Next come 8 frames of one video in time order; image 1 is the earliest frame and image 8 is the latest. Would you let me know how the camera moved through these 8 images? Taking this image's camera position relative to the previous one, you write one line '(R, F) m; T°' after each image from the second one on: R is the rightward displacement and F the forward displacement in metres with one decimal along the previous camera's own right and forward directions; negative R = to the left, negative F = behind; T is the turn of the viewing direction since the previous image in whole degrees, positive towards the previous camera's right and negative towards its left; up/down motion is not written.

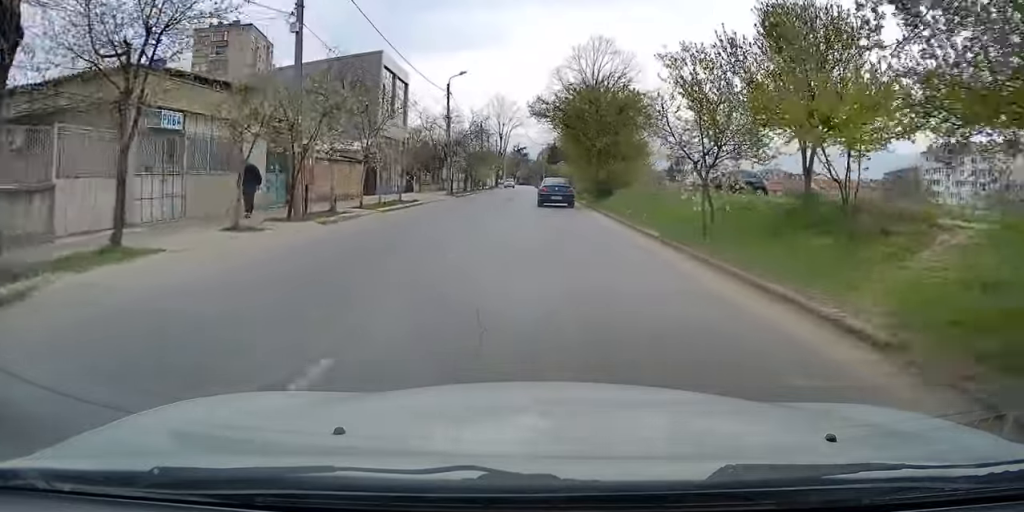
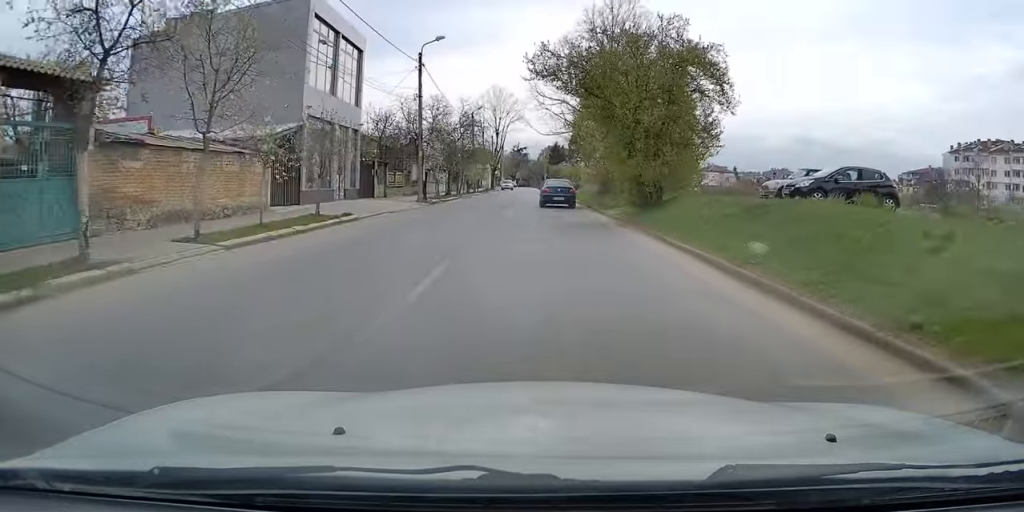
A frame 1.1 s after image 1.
(-0.5, +12.4) m; -2°
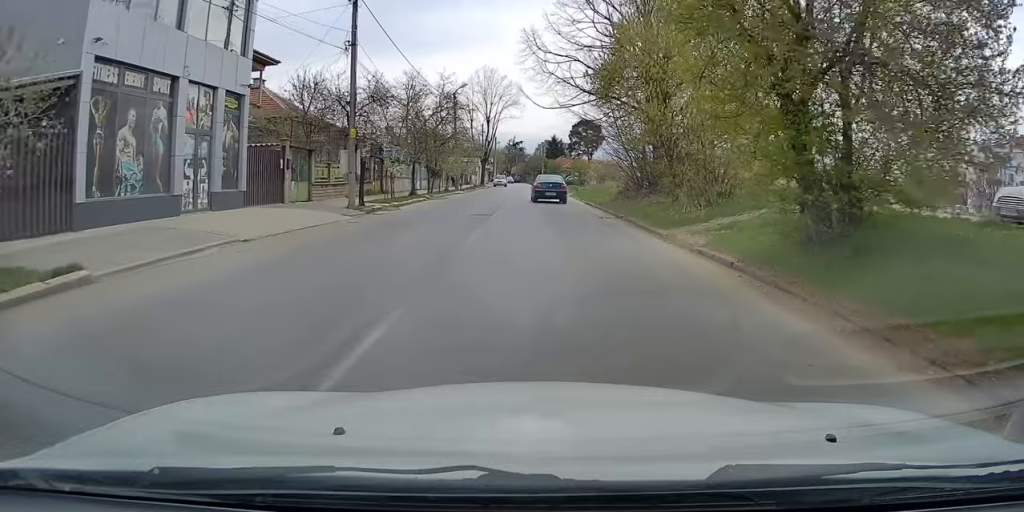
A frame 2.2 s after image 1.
(0.0, +13.0) m; +1°
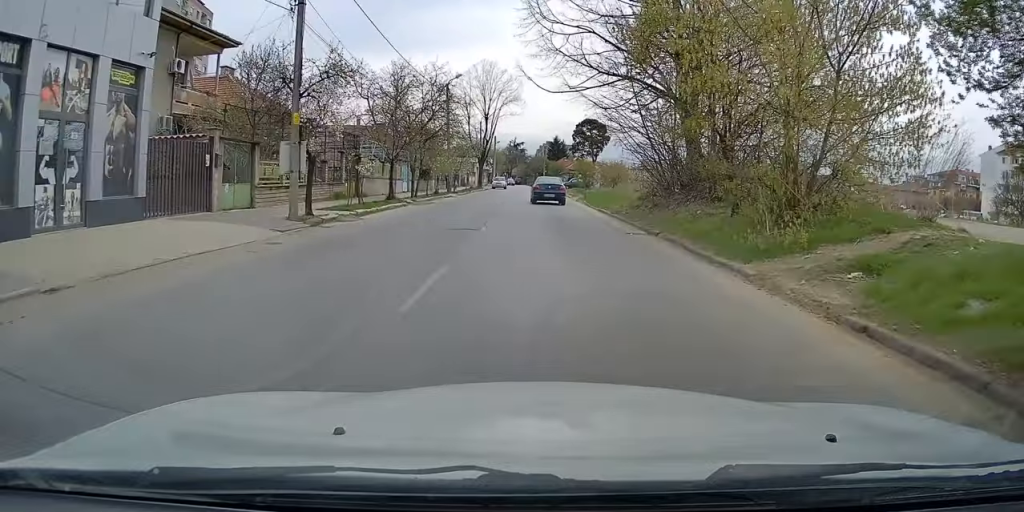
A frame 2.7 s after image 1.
(-0.1, +5.7) m; +1°
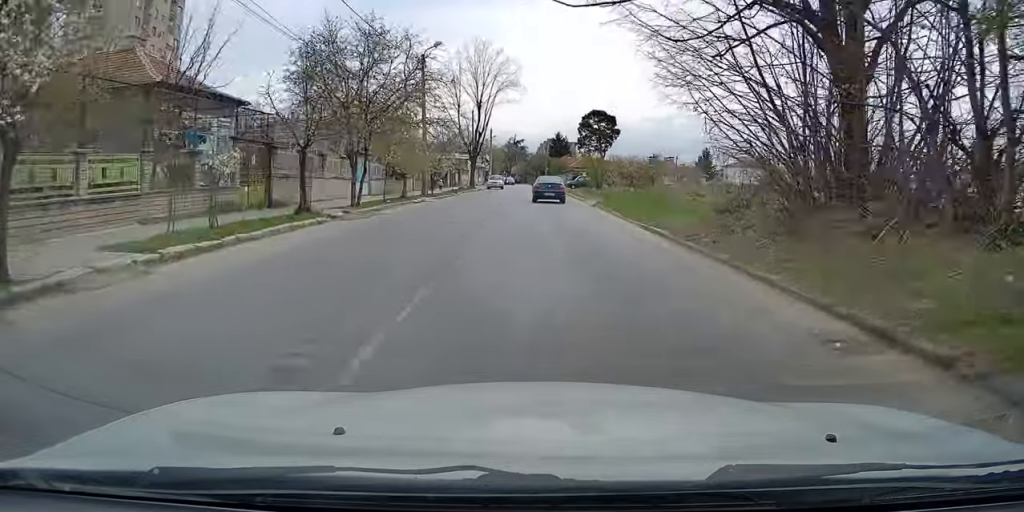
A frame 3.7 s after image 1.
(+0.4, +11.2) m; +1°
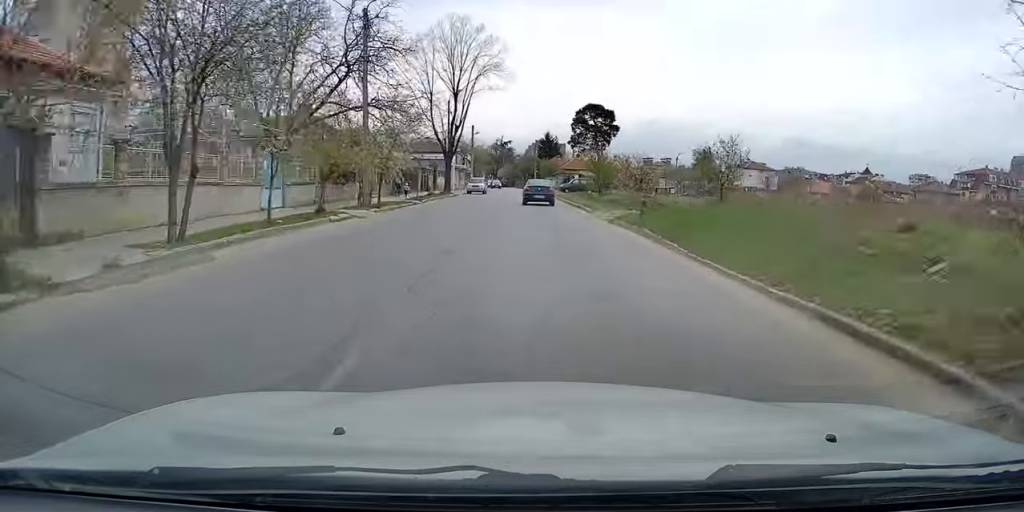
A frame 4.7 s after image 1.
(-0.3, +11.0) m; 0°
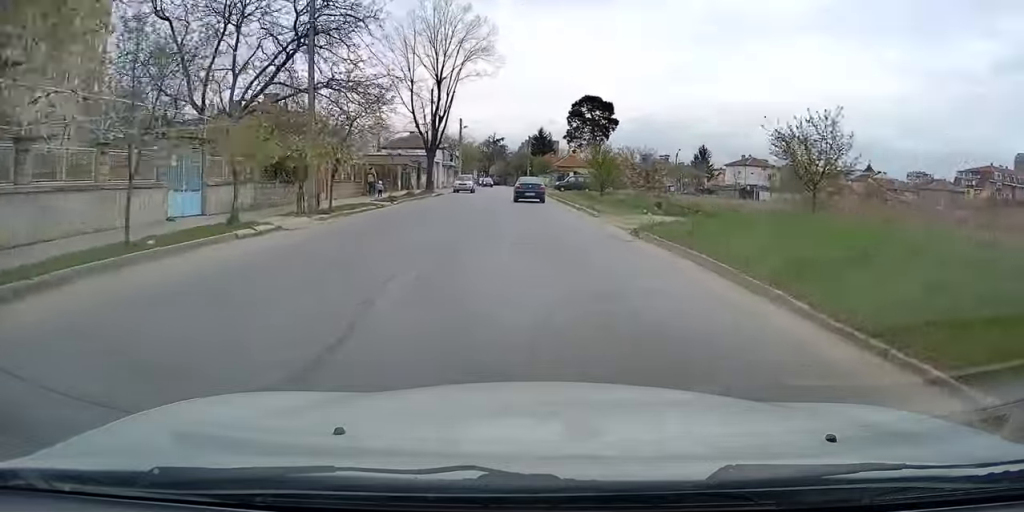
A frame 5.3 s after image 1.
(+0.1, +5.7) m; 0°
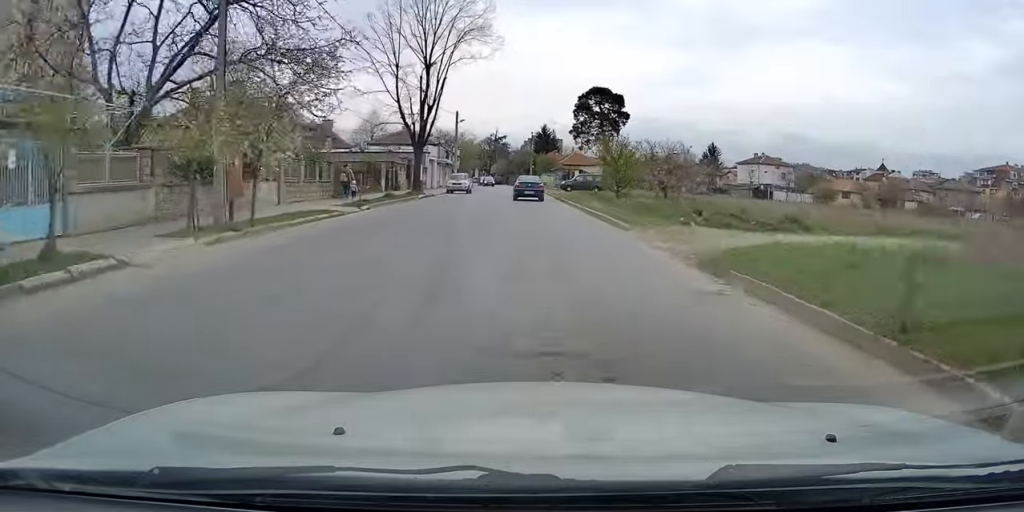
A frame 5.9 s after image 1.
(+0.3, +6.3) m; 0°
